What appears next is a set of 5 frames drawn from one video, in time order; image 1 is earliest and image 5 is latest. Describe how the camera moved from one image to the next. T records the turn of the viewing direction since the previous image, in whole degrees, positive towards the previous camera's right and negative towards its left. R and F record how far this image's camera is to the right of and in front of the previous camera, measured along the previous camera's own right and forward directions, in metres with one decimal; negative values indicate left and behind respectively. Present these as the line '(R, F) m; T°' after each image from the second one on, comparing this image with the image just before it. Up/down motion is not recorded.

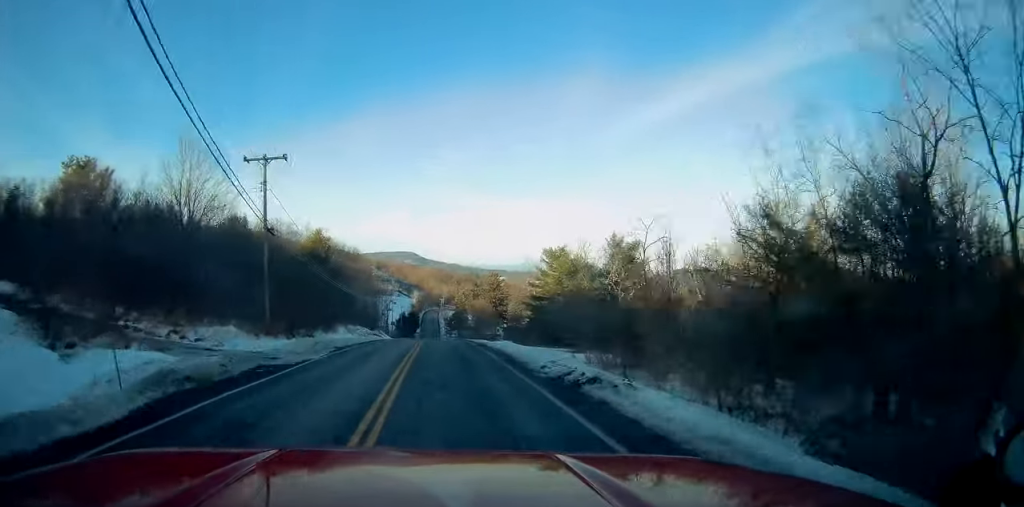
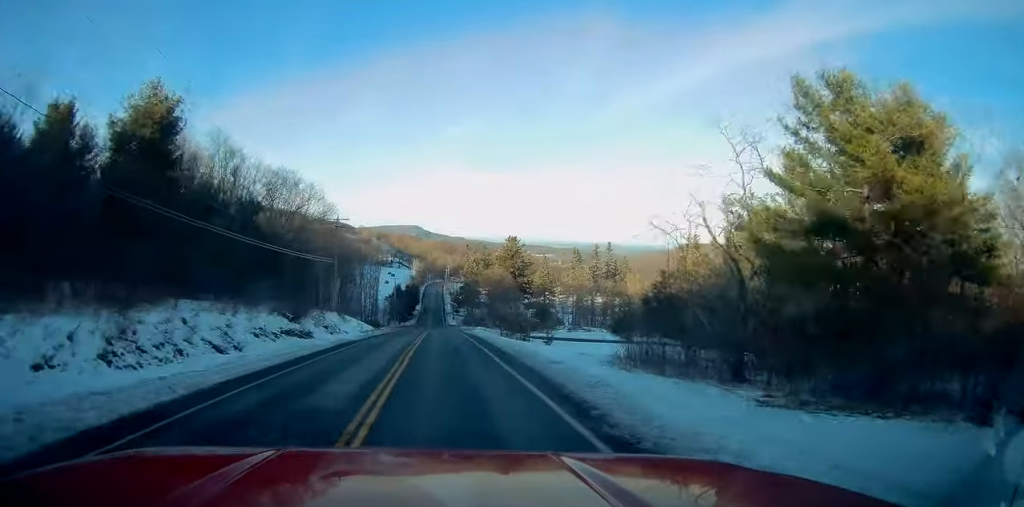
(+0.4, +45.2) m; +1°
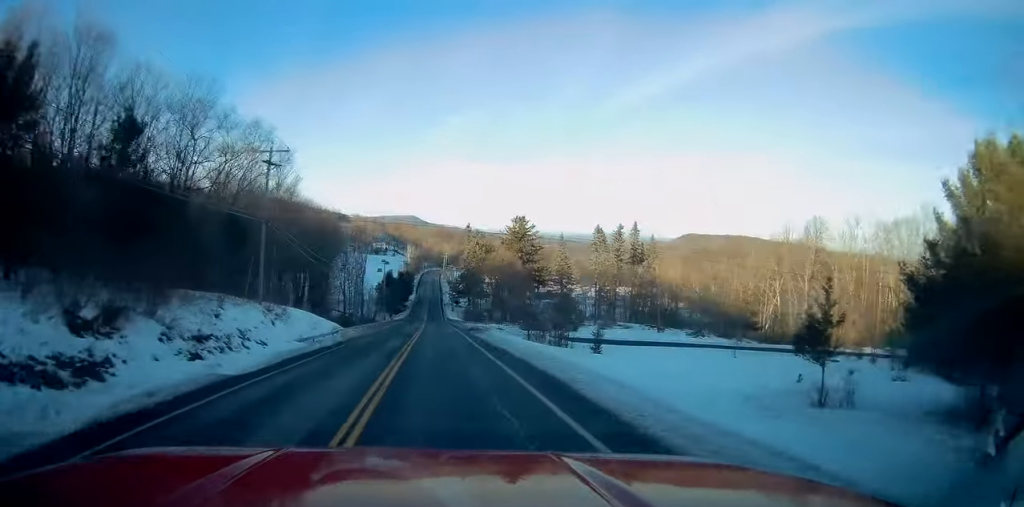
(0.0, +23.1) m; 0°
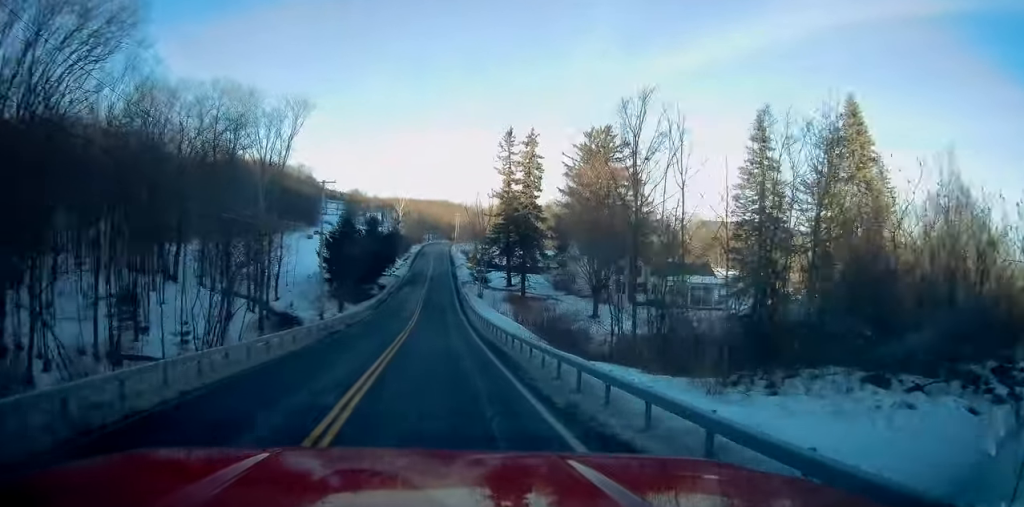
(-0.3, +76.1) m; -1°
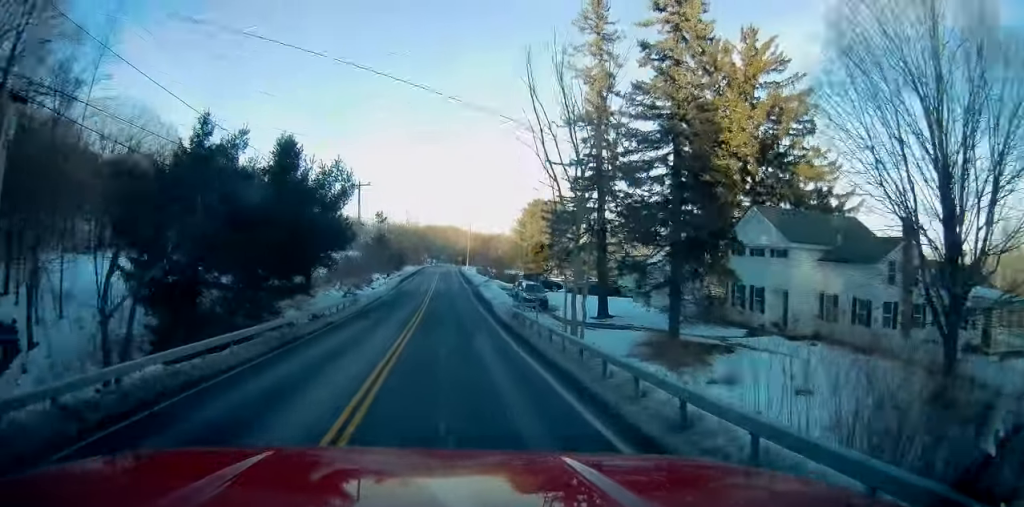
(0.0, +44.2) m; +1°
